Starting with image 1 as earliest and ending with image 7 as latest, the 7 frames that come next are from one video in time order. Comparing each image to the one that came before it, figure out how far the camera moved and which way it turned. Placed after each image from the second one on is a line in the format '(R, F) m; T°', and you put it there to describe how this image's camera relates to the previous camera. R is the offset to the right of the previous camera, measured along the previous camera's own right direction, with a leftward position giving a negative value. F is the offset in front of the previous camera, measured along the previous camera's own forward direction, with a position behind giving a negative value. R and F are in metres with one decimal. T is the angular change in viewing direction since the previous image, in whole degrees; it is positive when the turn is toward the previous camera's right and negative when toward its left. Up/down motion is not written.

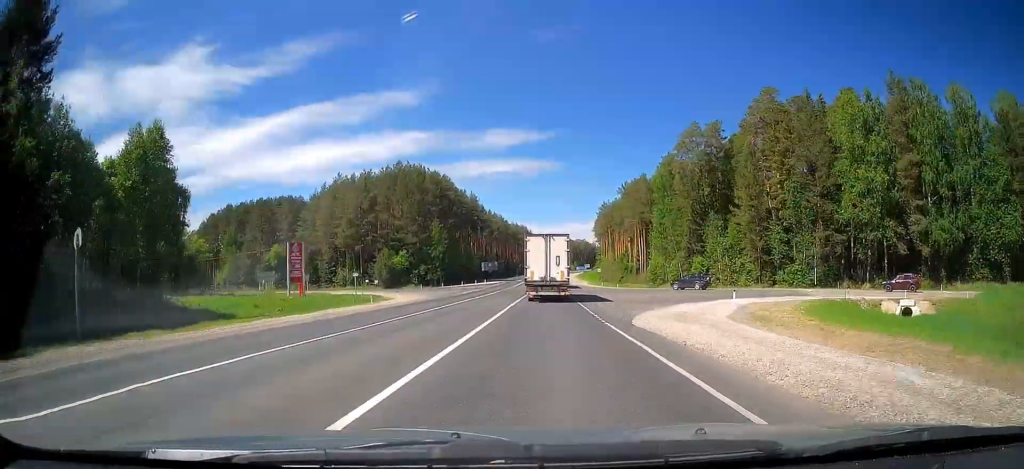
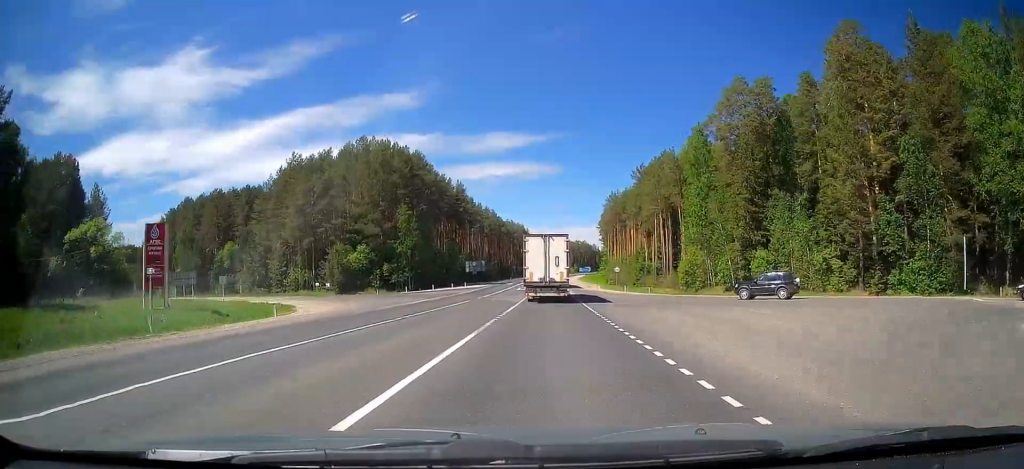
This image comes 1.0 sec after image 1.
(+0.1, +25.1) m; +1°
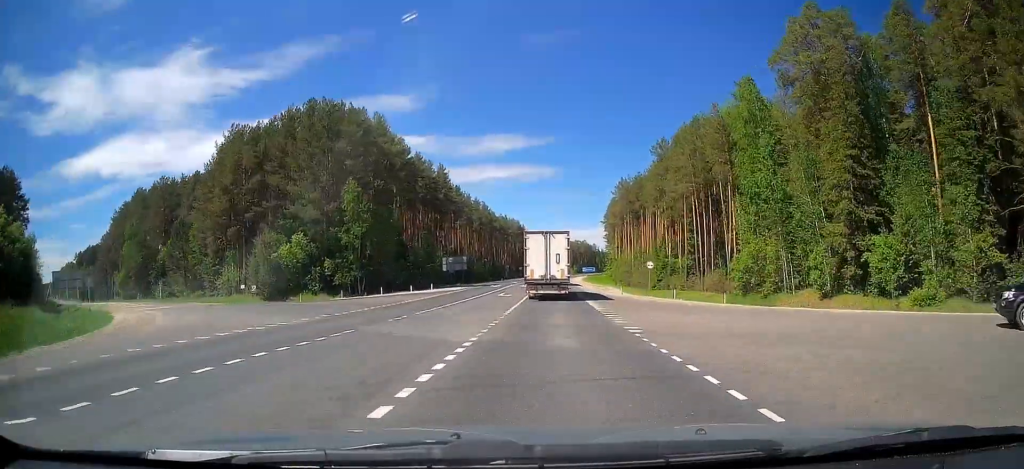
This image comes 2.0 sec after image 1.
(+0.3, +23.4) m; 0°
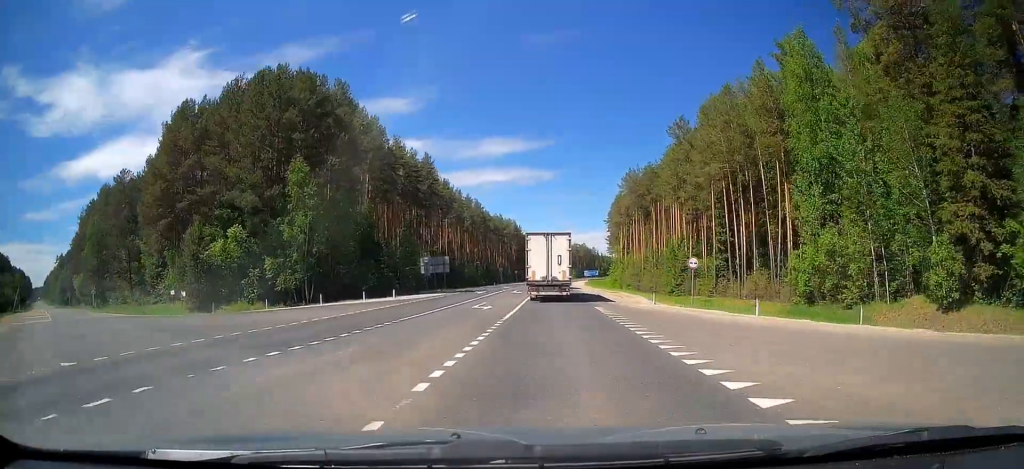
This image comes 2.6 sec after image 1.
(0.0, +14.4) m; 0°
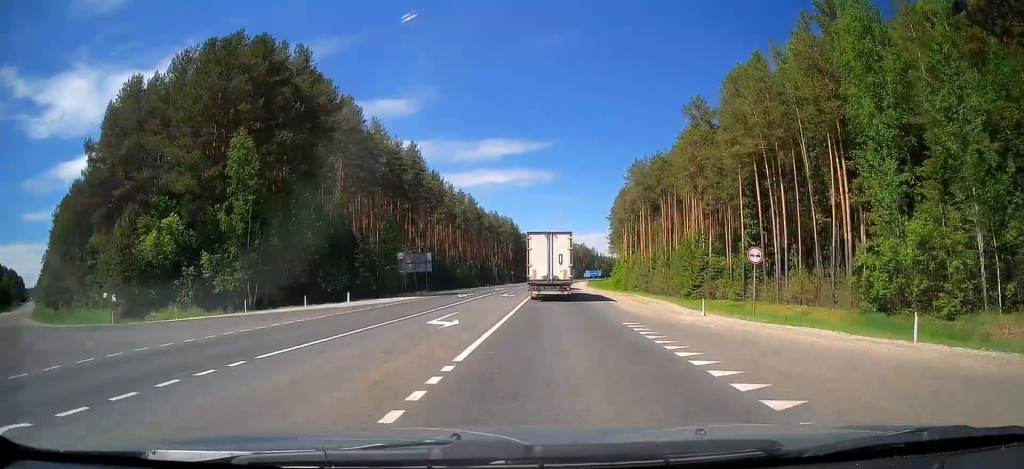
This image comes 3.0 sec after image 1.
(-0.1, +10.4) m; 0°
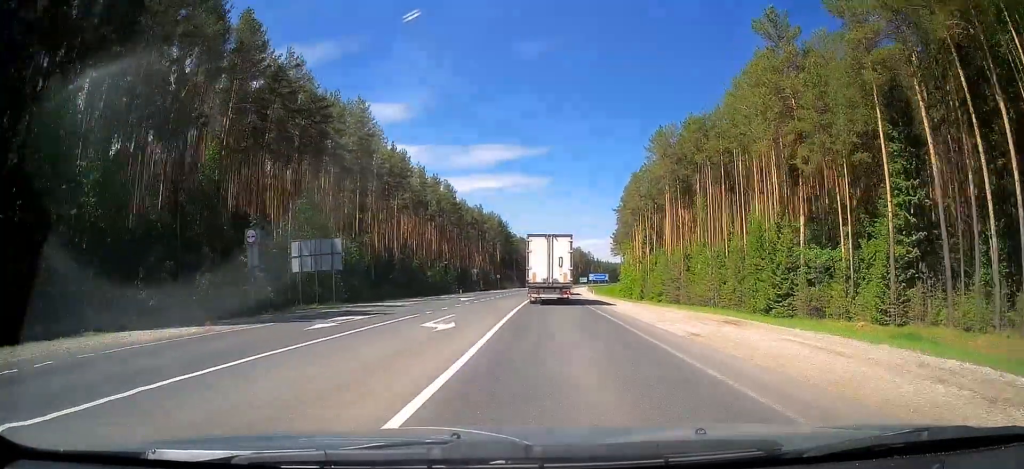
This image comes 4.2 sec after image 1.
(0.0, +26.9) m; 0°
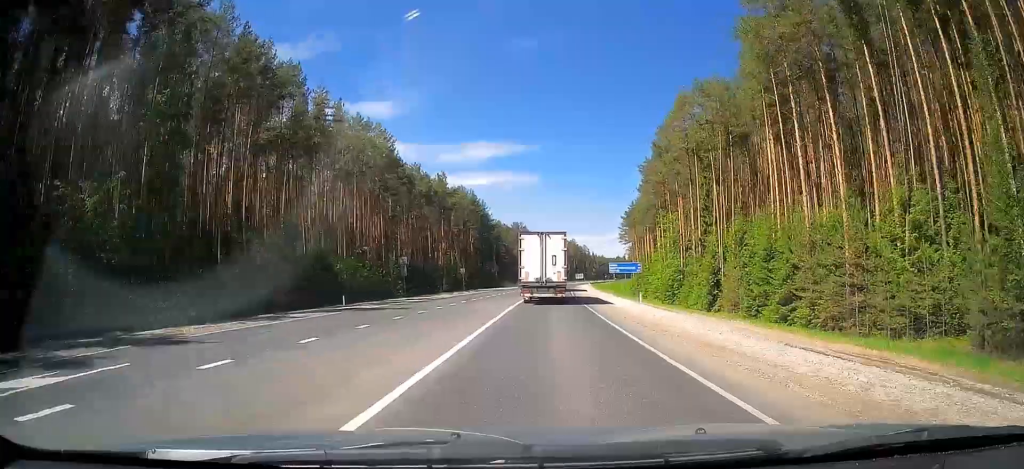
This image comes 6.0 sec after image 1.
(+0.8, +43.9) m; +2°
